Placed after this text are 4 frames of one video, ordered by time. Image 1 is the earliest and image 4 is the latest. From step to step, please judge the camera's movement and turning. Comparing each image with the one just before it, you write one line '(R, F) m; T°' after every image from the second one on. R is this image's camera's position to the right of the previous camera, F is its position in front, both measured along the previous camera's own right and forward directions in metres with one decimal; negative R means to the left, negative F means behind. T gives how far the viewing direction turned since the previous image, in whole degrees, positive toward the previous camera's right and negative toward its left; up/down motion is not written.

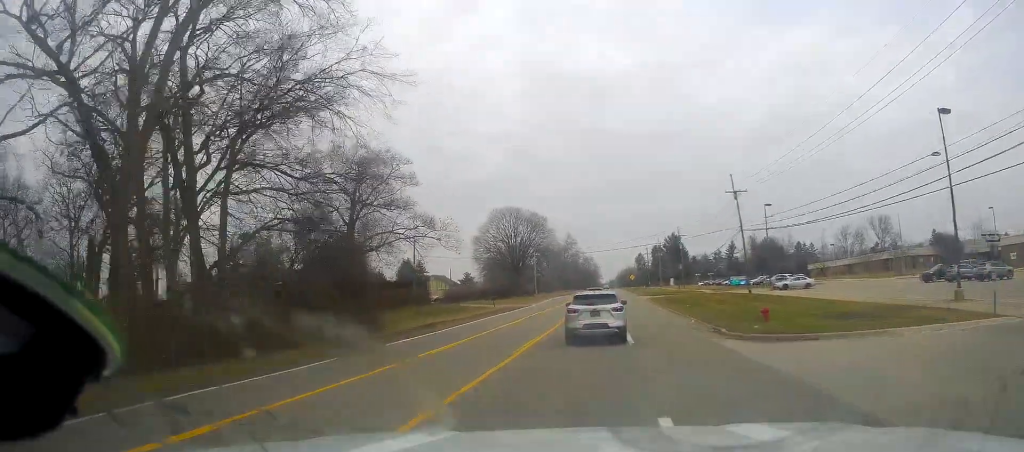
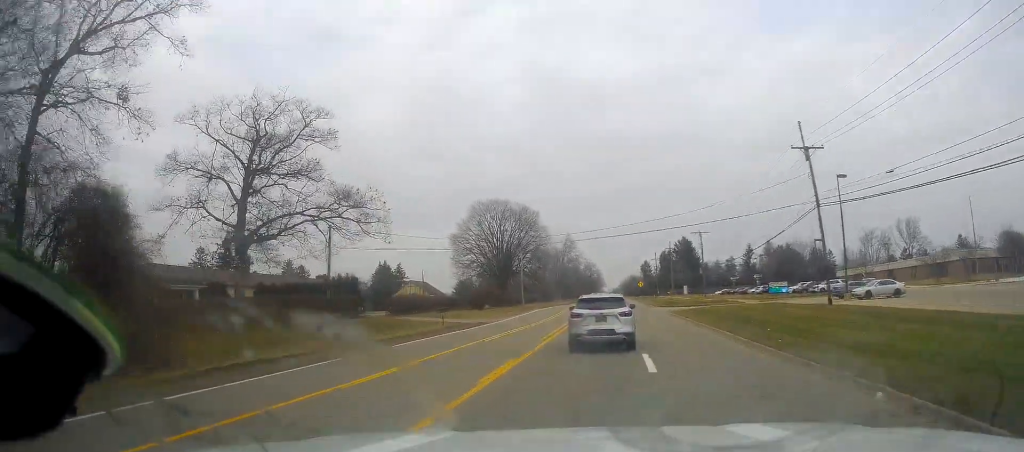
(0.0, +21.9) m; 0°
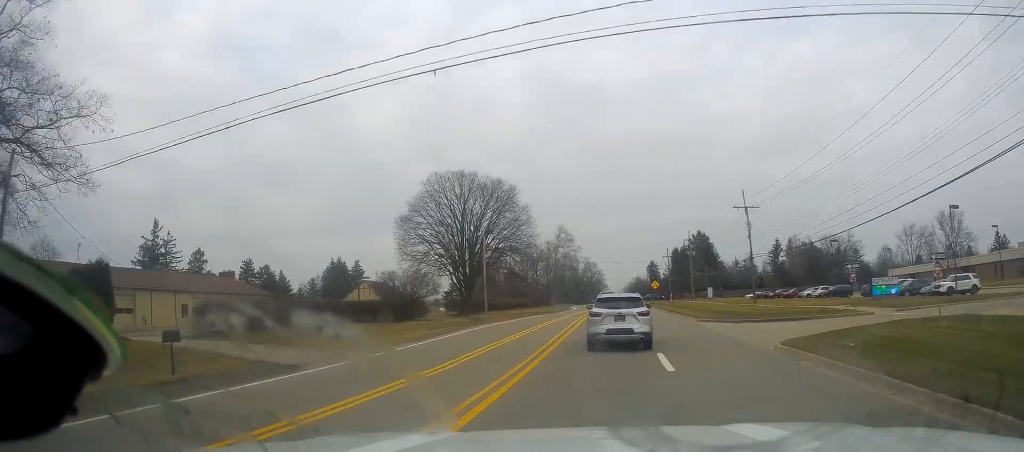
(-0.7, +30.1) m; -2°
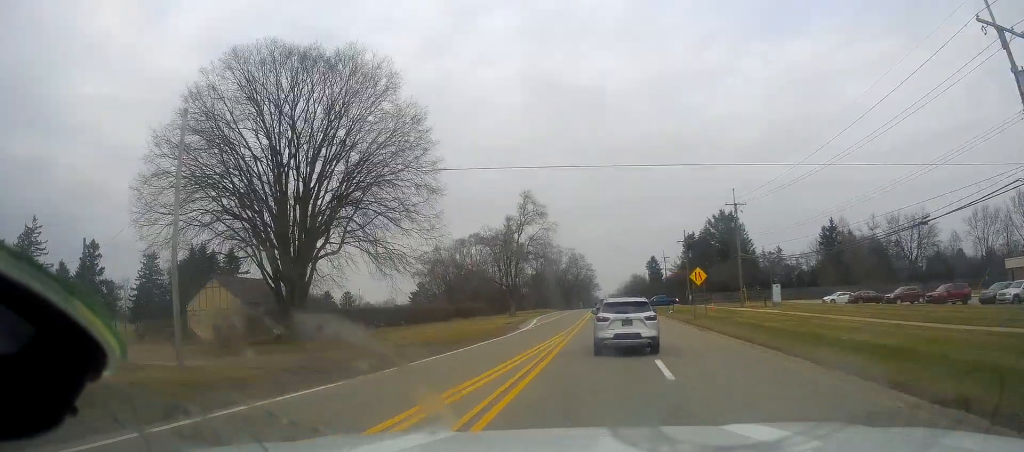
(+1.1, +45.9) m; +2°
